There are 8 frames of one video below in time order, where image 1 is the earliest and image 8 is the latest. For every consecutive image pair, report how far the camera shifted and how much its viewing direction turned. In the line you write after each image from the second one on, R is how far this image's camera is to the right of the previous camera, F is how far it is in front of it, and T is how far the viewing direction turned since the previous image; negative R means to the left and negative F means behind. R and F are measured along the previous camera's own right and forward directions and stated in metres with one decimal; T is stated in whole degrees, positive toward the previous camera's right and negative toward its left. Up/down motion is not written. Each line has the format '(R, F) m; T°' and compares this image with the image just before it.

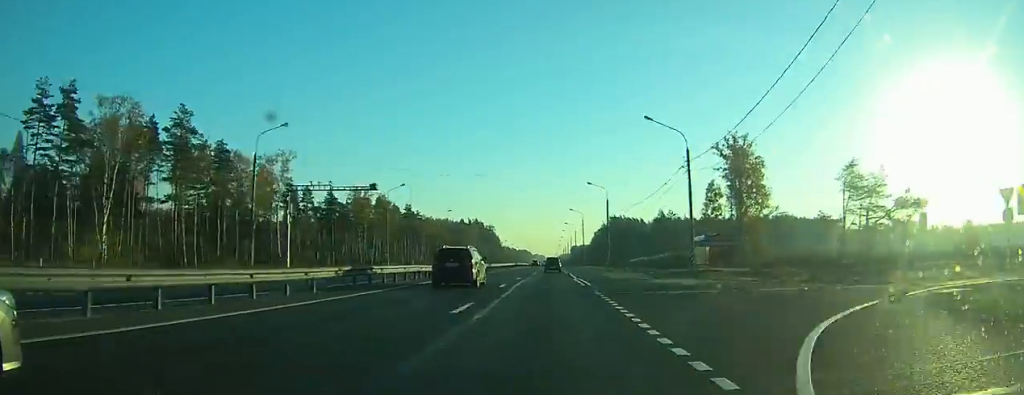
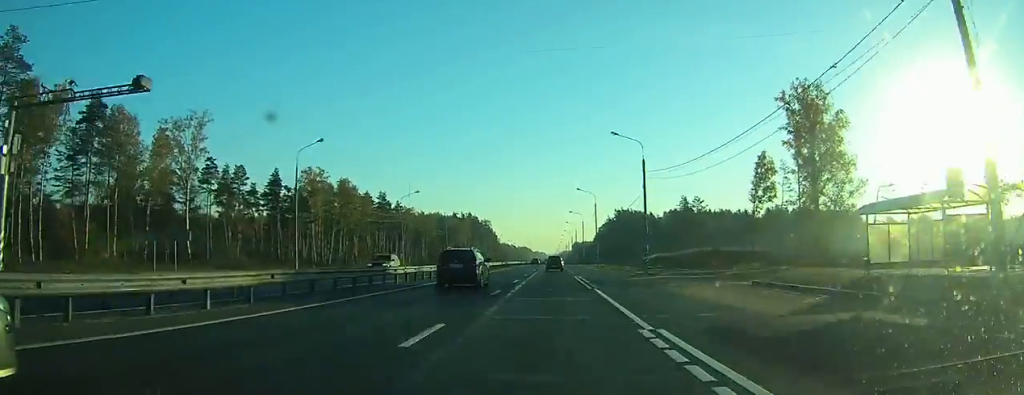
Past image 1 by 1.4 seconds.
(+0.1, +27.7) m; 0°
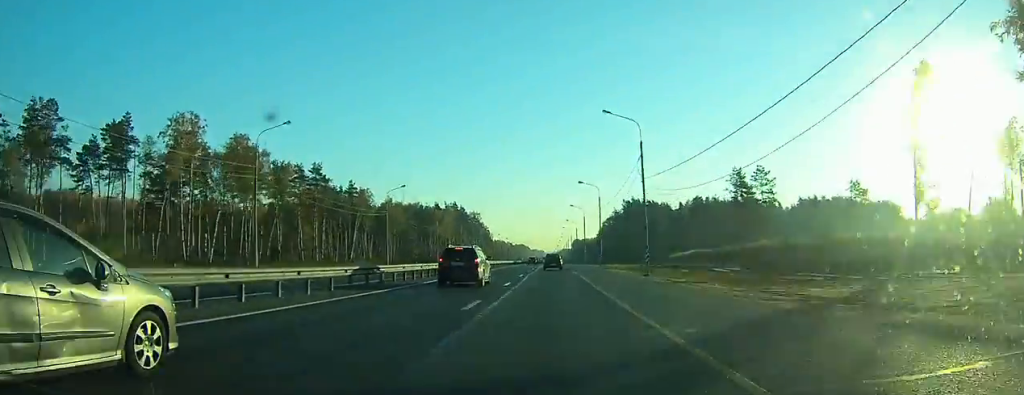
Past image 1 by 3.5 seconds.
(+0.2, +42.9) m; 0°
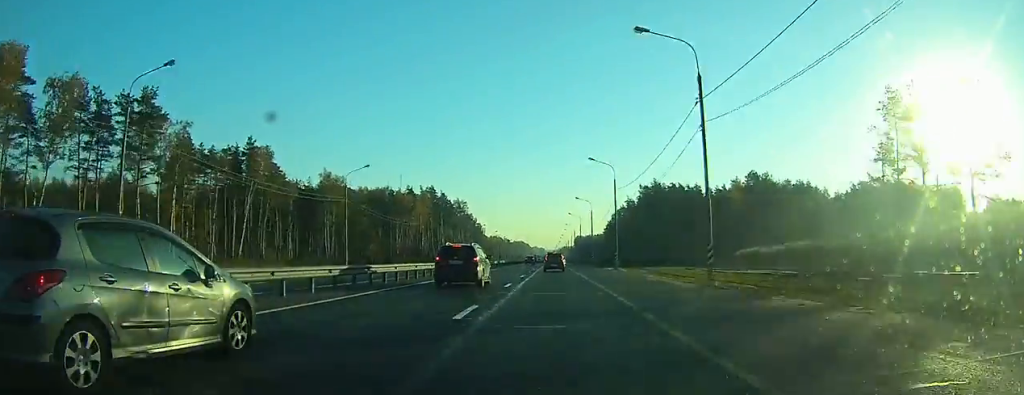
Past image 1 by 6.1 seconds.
(-0.2, +51.1) m; 0°
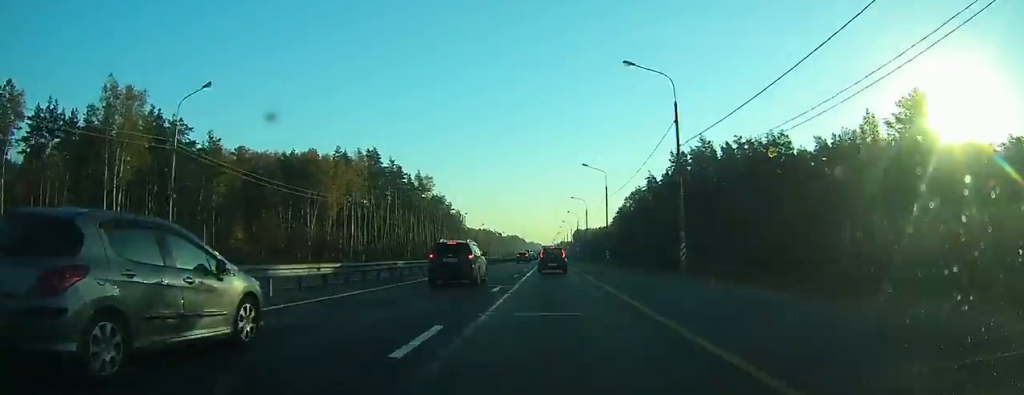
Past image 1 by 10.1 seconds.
(+0.3, +63.0) m; +1°
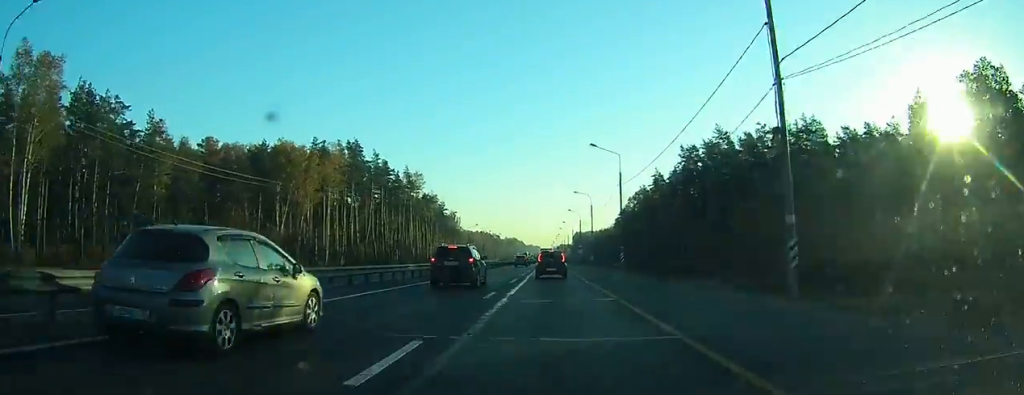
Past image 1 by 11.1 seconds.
(+0.1, +12.8) m; +1°
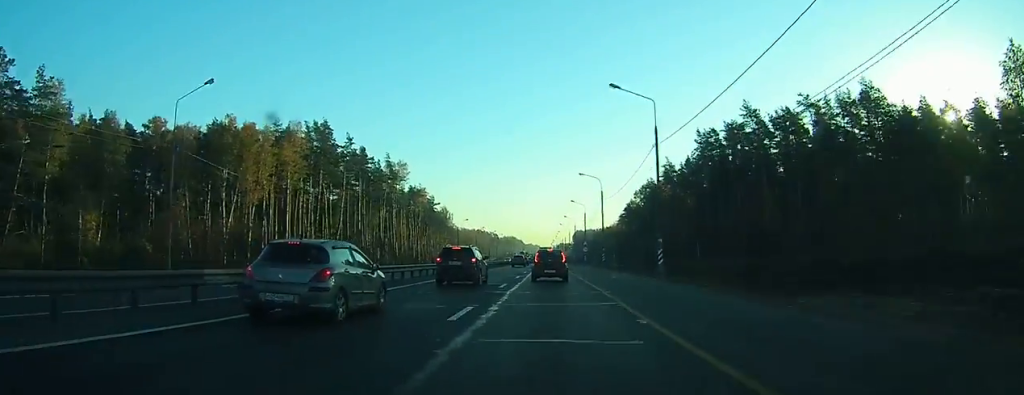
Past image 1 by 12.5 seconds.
(+0.1, +17.9) m; +1°
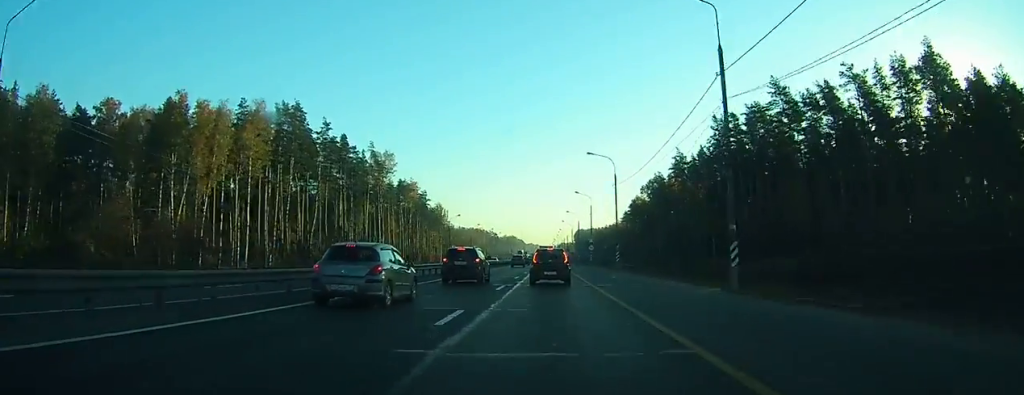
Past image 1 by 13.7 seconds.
(+0.2, +13.8) m; 0°
